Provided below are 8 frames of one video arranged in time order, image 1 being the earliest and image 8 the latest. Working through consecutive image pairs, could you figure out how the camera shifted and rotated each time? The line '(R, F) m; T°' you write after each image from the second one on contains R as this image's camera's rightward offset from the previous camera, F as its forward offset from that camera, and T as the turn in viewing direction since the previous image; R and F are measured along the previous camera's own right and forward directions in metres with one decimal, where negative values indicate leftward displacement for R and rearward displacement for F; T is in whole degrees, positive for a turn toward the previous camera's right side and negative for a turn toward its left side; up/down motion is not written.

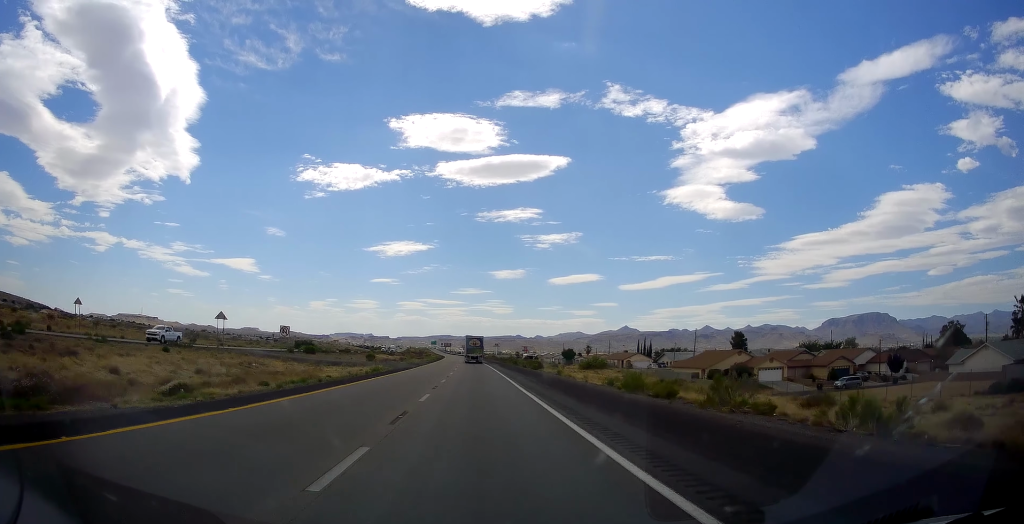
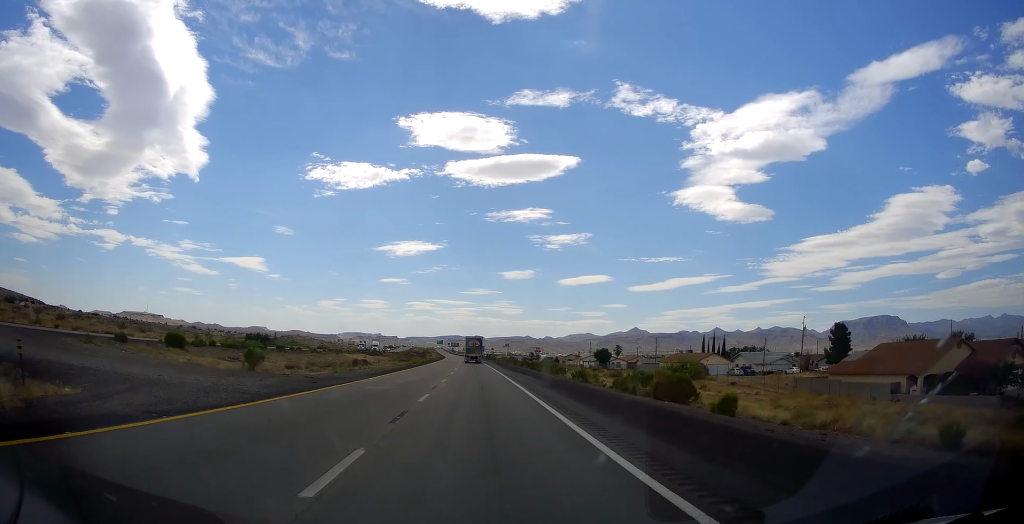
(-0.1, +48.7) m; 0°
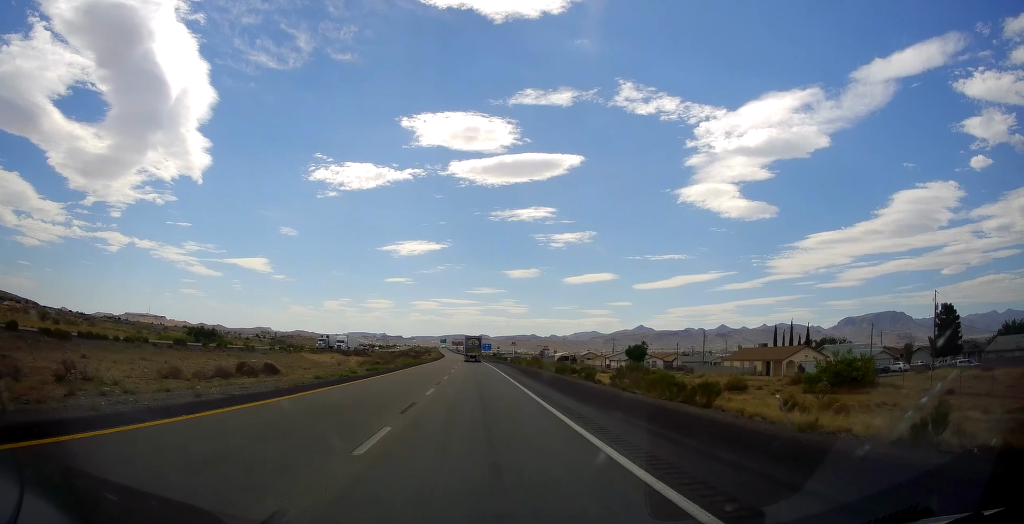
(+0.1, +33.9) m; -1°
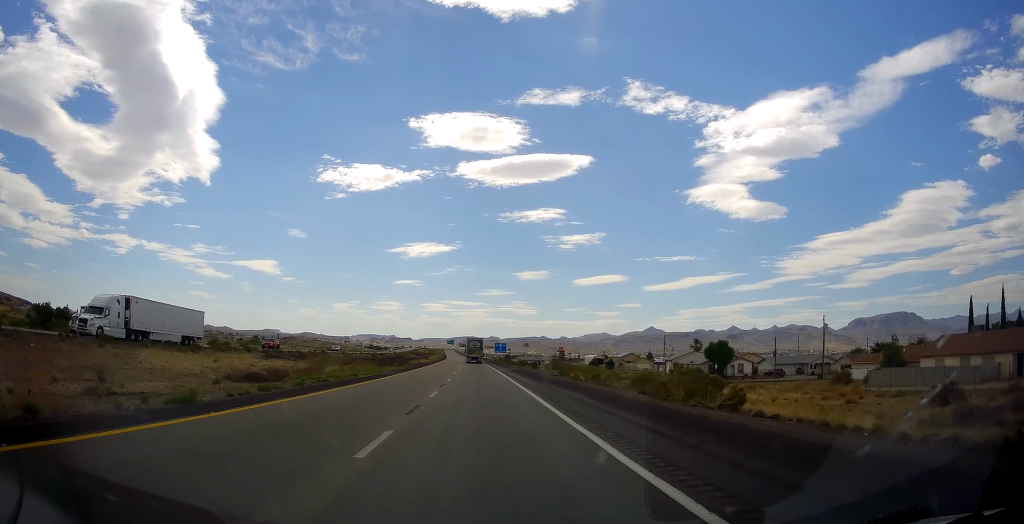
(-1.0, +49.4) m; -1°
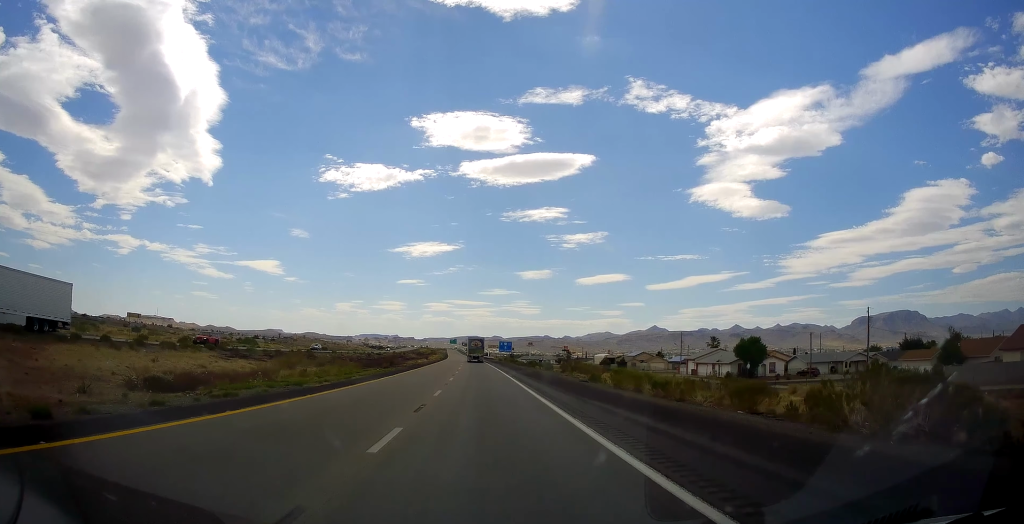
(0.0, +11.8) m; 0°
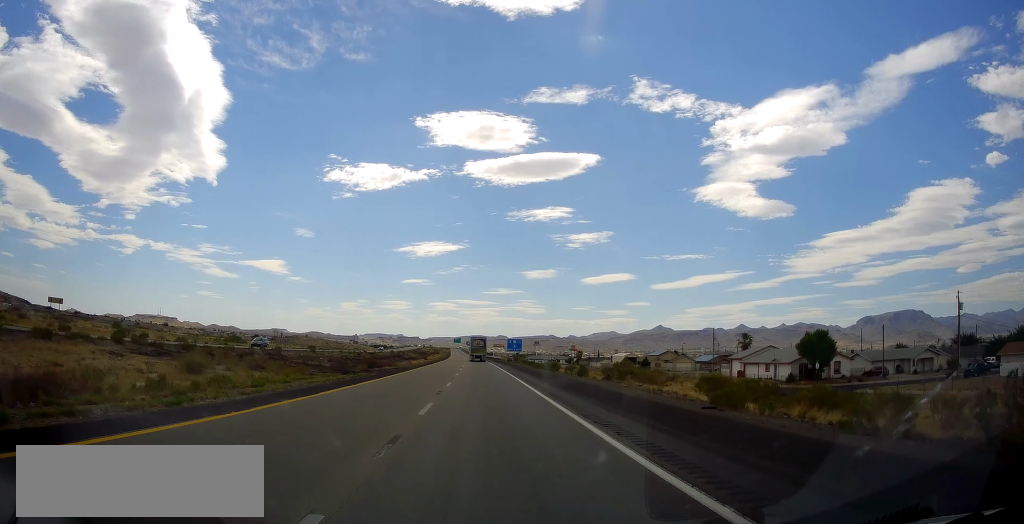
(0.0, +19.0) m; 0°
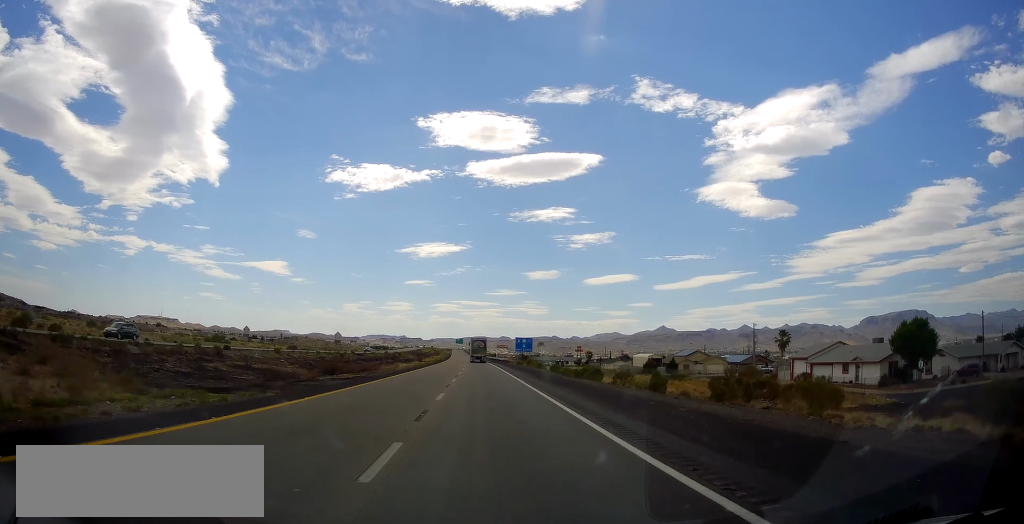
(0.0, +19.8) m; -1°
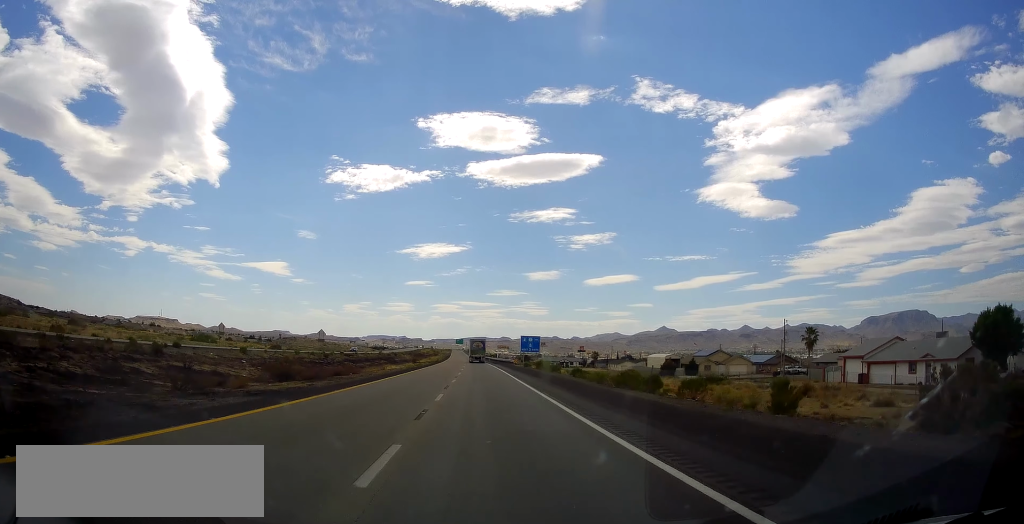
(+0.1, +12.6) m; -1°
